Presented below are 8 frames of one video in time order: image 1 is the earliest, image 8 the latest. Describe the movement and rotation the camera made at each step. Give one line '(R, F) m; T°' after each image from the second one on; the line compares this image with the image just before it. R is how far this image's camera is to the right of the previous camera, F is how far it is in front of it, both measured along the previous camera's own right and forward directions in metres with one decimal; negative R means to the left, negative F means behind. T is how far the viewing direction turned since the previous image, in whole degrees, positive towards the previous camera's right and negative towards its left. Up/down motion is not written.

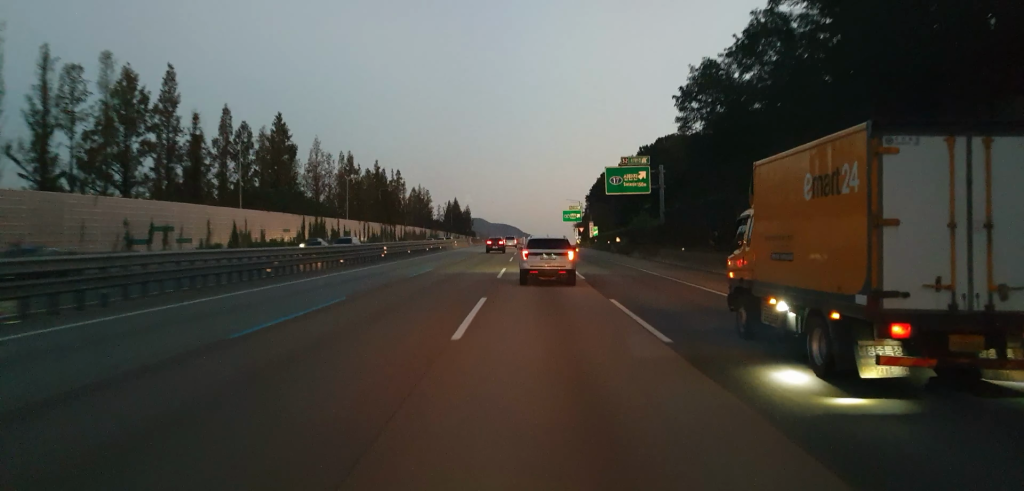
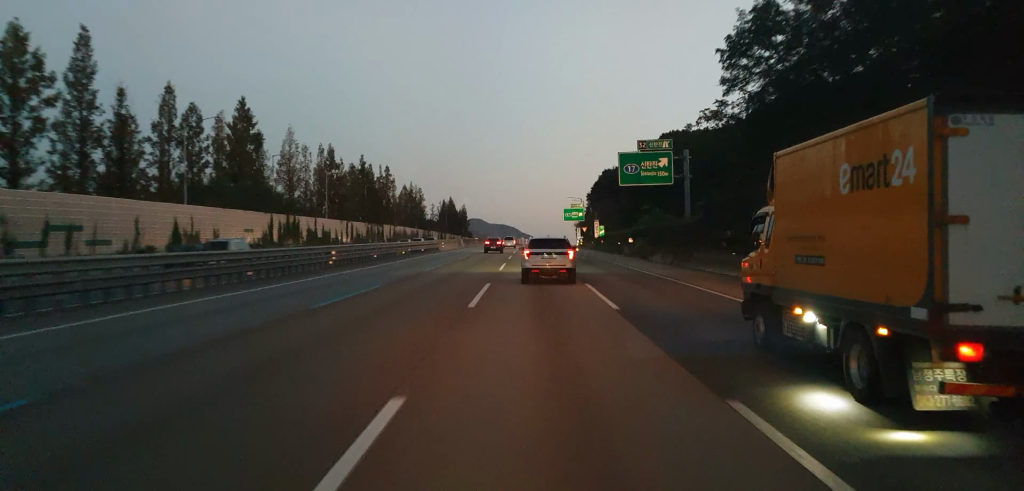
(0.0, +13.7) m; 0°
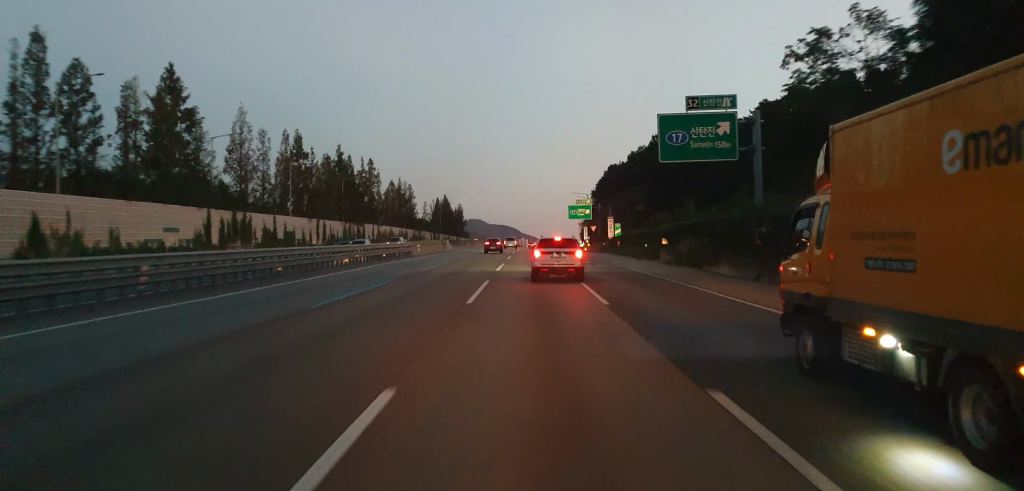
(0.0, +20.3) m; 0°
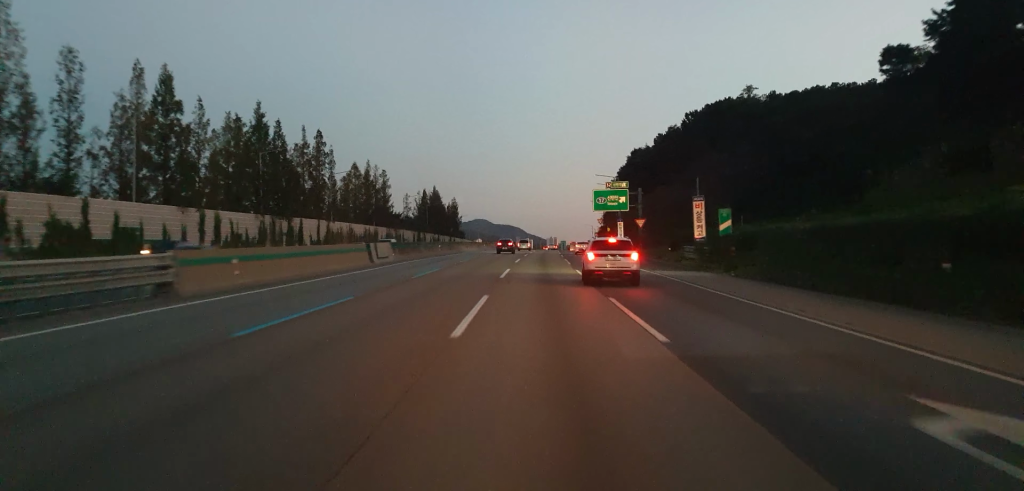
(-0.5, +47.1) m; -1°
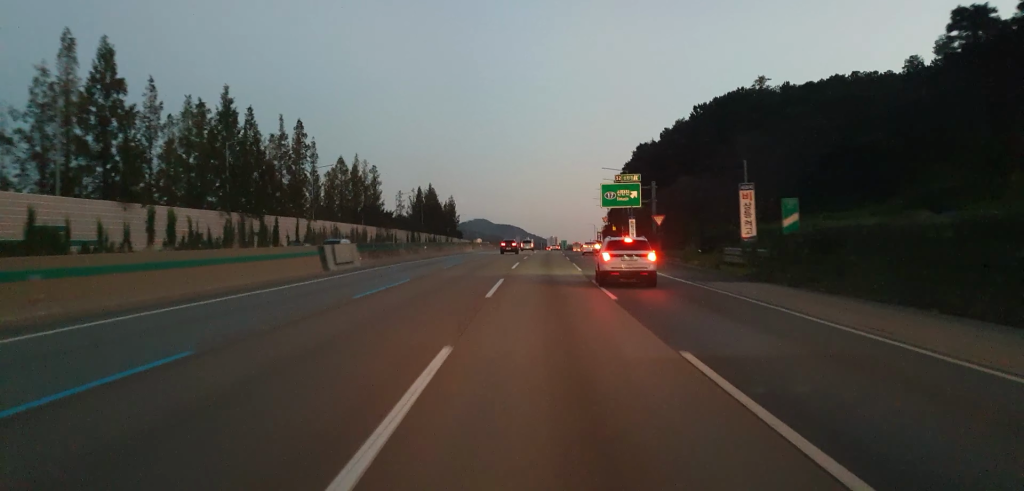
(+0.2, +10.9) m; 0°
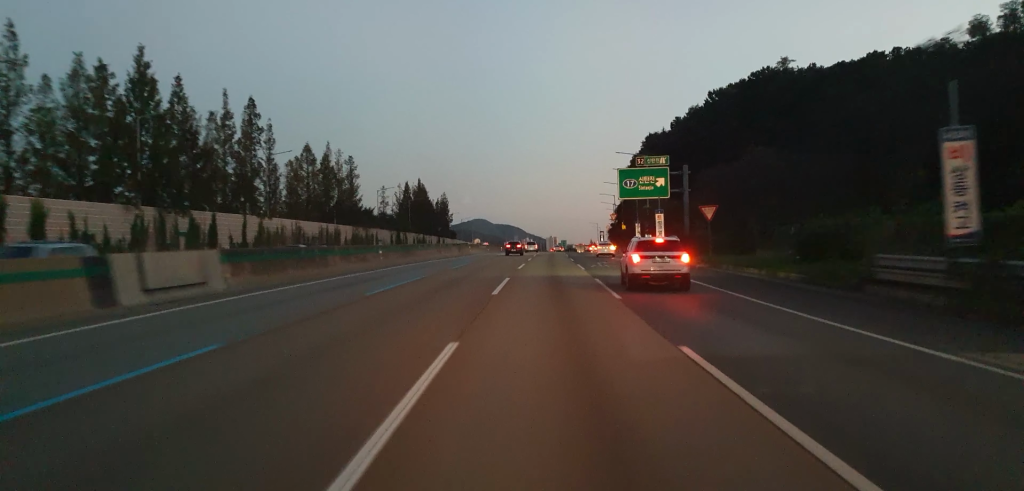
(+0.1, +19.4) m; 0°
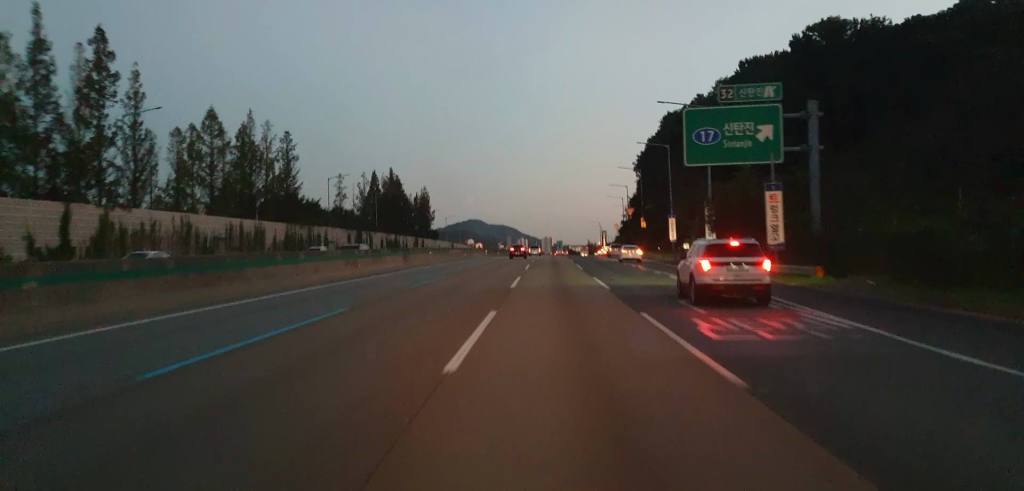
(0.0, +33.0) m; +1°
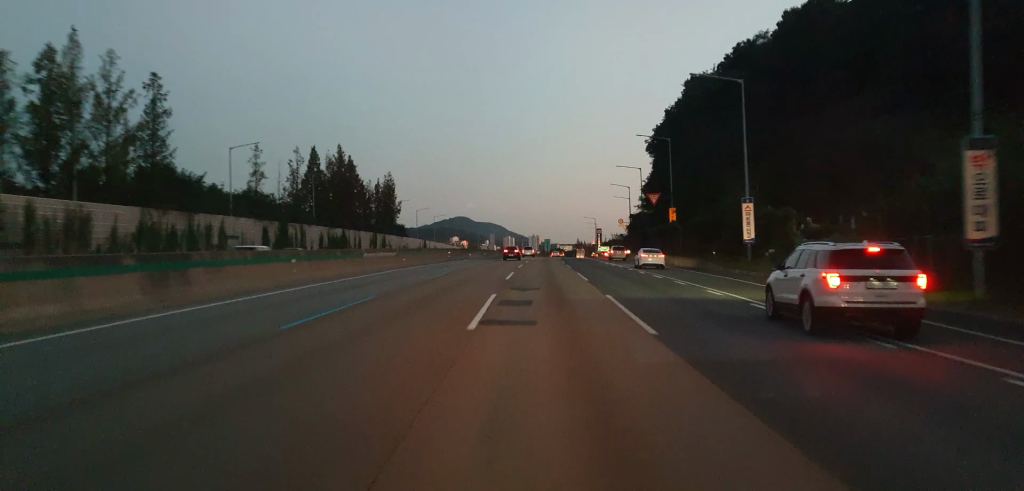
(+0.8, +34.2) m; +2°
